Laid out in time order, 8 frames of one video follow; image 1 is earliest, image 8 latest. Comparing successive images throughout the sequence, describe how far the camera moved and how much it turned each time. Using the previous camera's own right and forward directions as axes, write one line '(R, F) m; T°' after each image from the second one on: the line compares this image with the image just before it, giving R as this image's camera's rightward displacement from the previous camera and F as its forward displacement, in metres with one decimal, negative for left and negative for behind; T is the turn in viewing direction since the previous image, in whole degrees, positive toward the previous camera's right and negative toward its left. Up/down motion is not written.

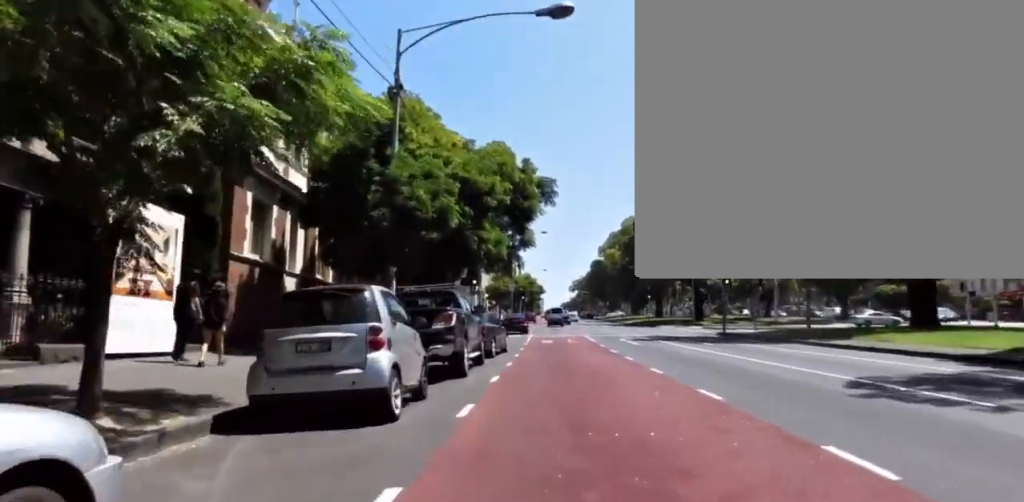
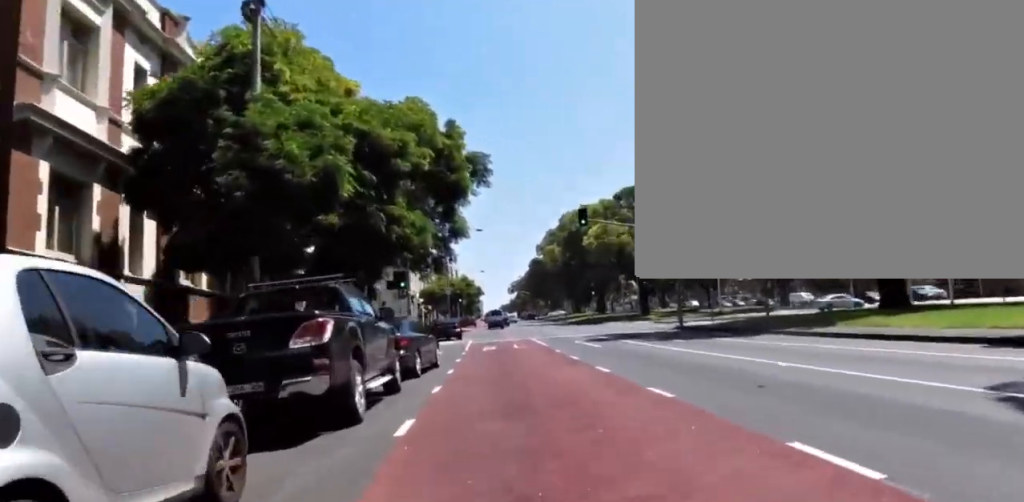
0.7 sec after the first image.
(0.0, +4.6) m; 0°
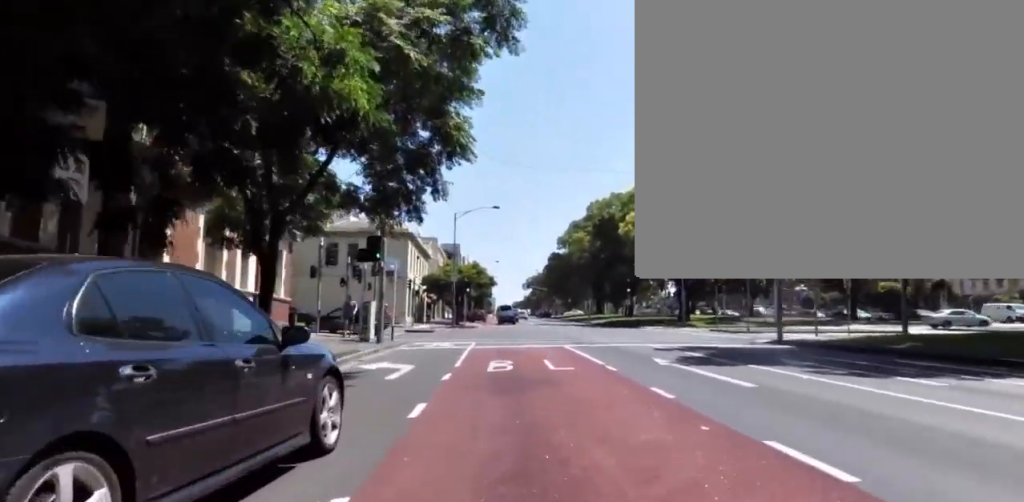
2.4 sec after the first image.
(+0.5, +11.3) m; +7°
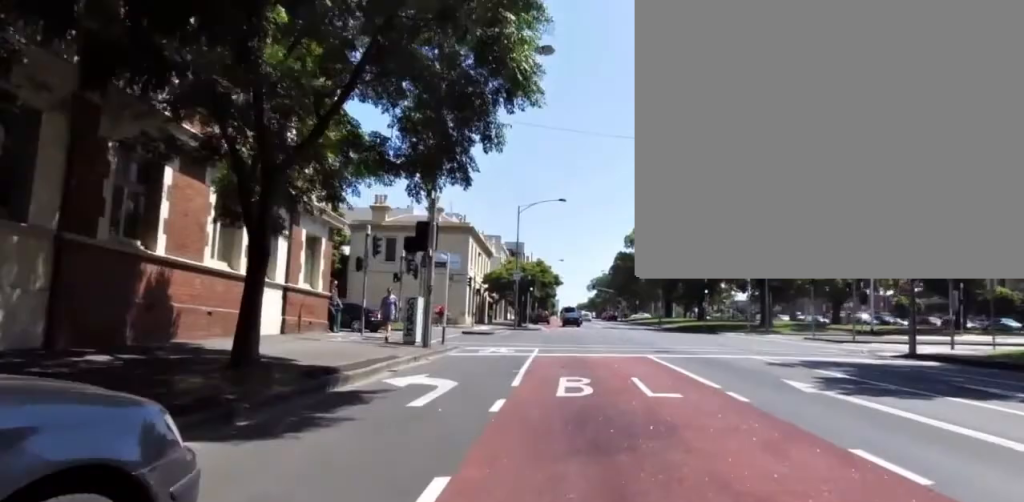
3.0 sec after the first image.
(+0.8, +3.5) m; -7°
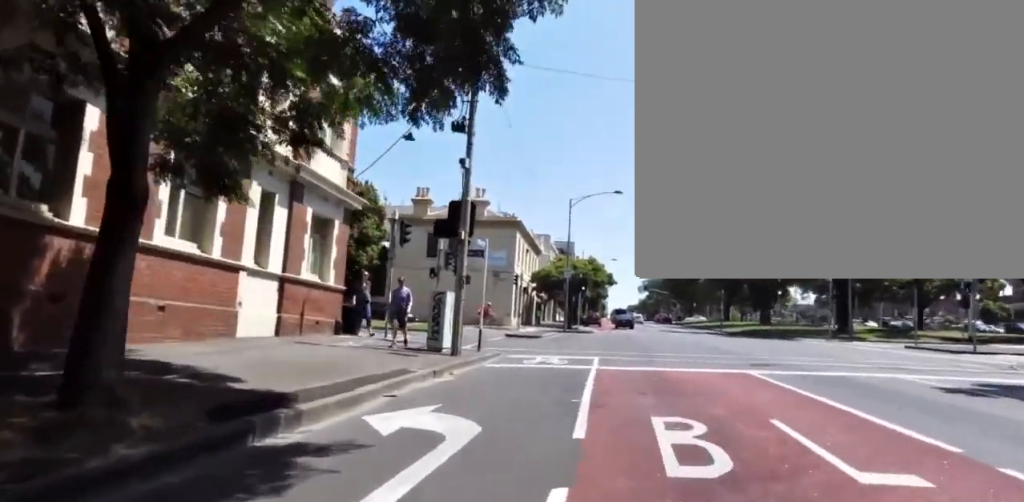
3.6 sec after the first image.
(-0.7, +3.7) m; -11°
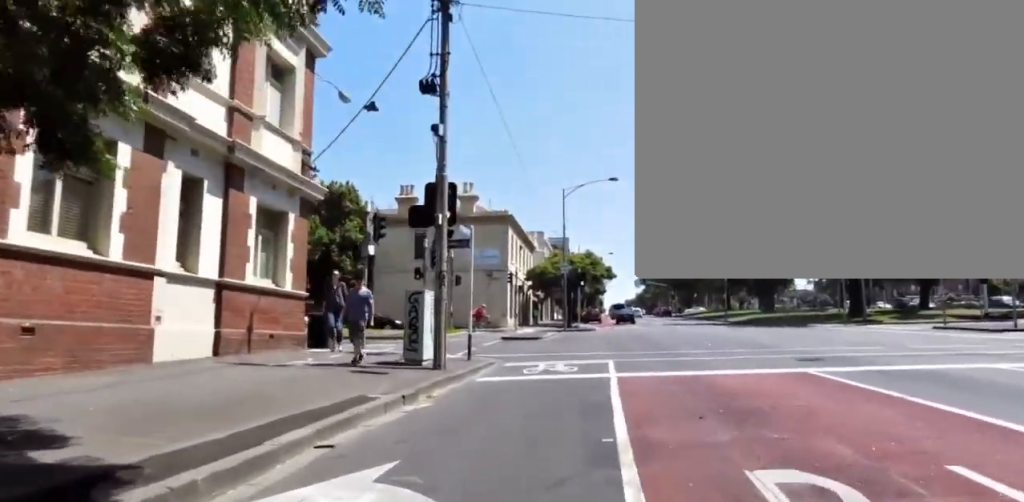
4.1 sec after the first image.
(-0.6, +2.7) m; -9°
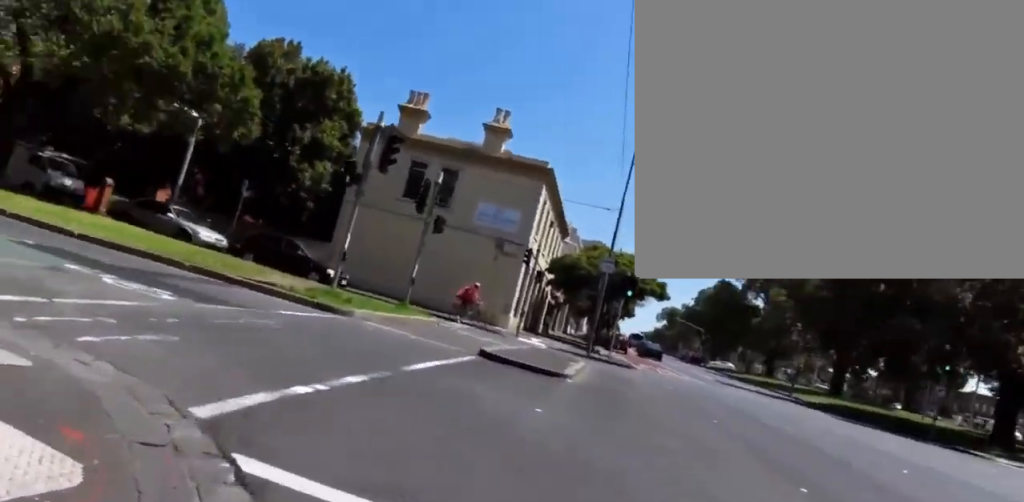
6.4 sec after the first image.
(+1.0, +14.0) m; +6°
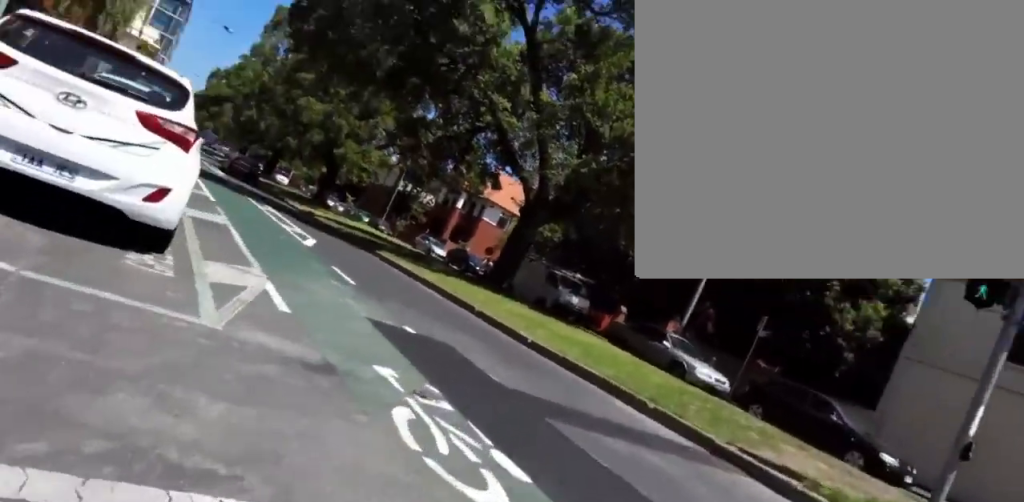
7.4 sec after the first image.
(-0.6, +5.9) m; -31°
